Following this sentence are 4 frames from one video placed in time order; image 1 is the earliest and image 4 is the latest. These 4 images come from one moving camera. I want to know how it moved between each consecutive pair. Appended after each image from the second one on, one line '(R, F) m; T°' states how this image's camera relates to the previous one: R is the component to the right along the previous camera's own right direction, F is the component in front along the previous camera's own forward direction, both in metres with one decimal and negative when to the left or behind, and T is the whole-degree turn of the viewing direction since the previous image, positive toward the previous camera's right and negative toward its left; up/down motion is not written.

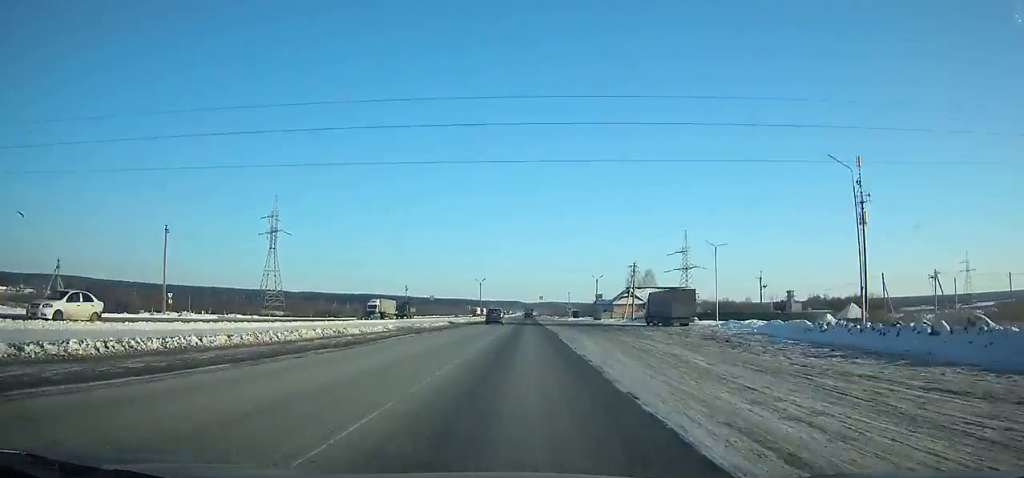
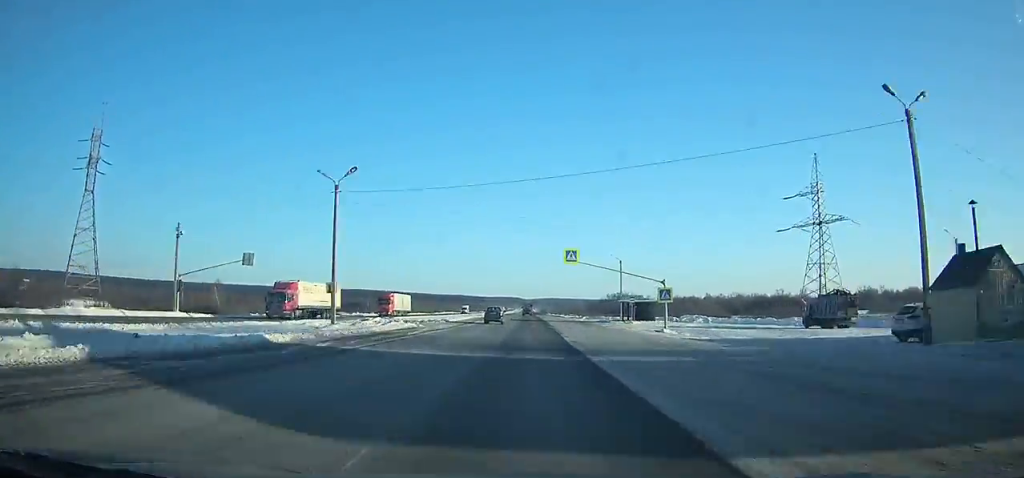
(-0.2, +108.4) m; 0°
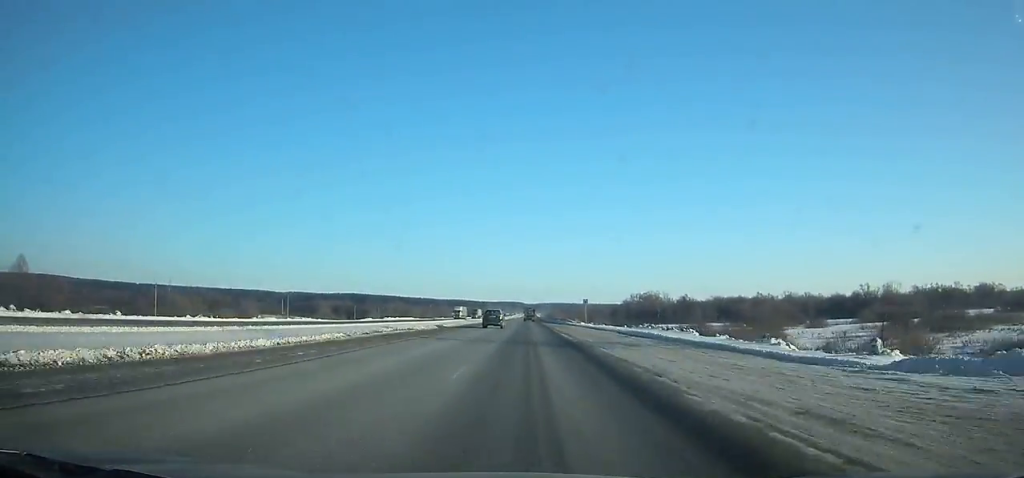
(0.0, +99.5) m; 0°
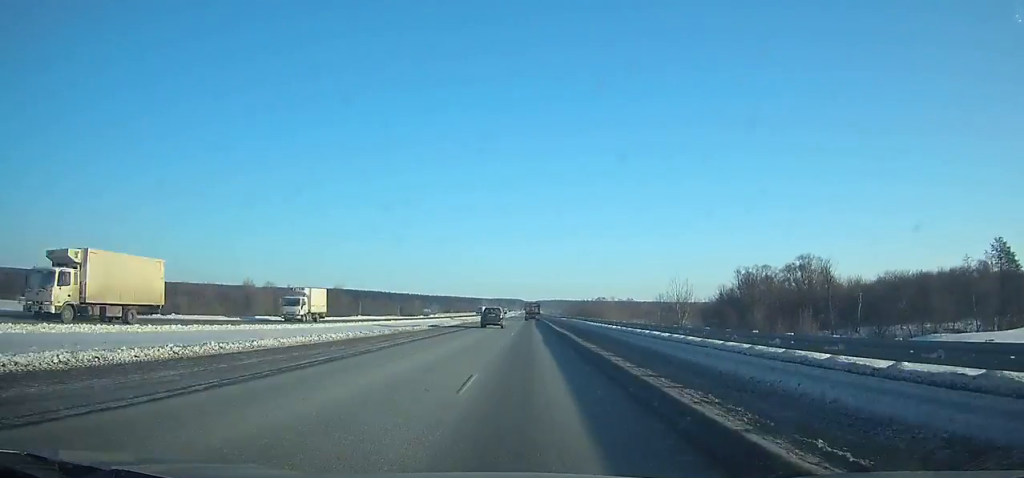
(-0.5, +194.7) m; 0°
